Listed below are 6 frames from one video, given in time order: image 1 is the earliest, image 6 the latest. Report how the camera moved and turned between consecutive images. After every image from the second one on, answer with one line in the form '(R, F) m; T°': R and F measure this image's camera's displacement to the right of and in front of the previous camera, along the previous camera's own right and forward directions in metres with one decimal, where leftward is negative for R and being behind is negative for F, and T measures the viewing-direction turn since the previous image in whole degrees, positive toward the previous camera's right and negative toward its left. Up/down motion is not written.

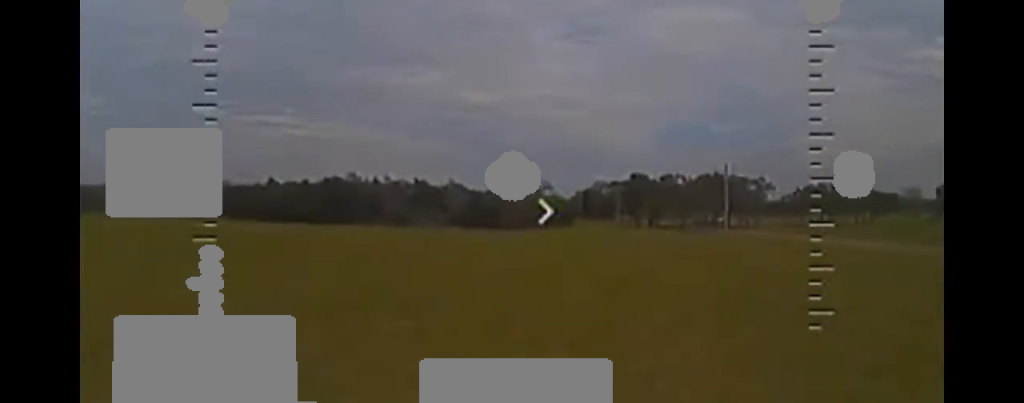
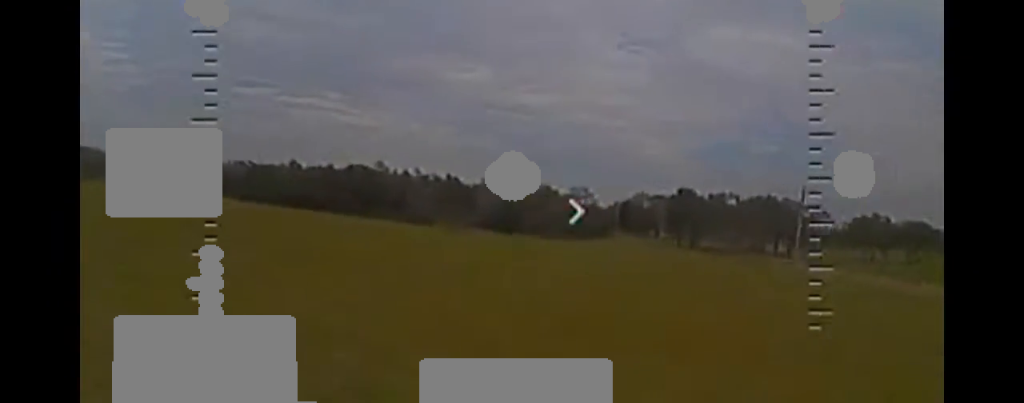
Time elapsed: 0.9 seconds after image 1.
(0.0, +12.8) m; -4°
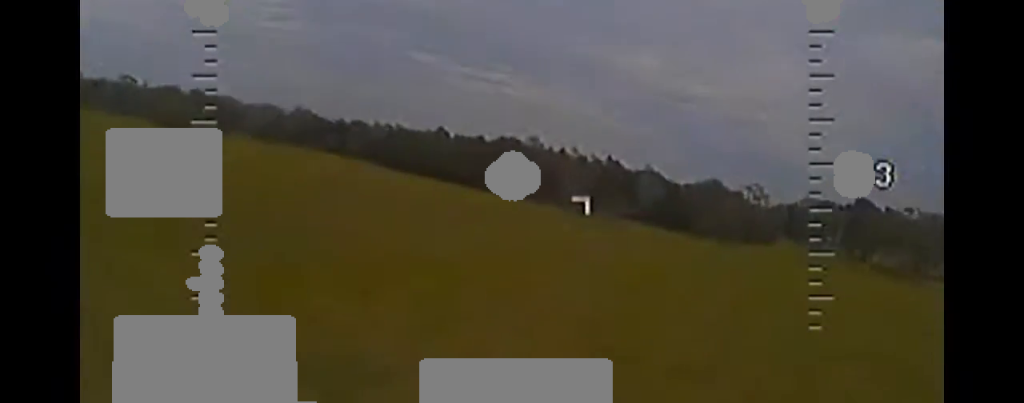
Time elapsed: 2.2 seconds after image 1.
(-1.4, +16.6) m; -12°
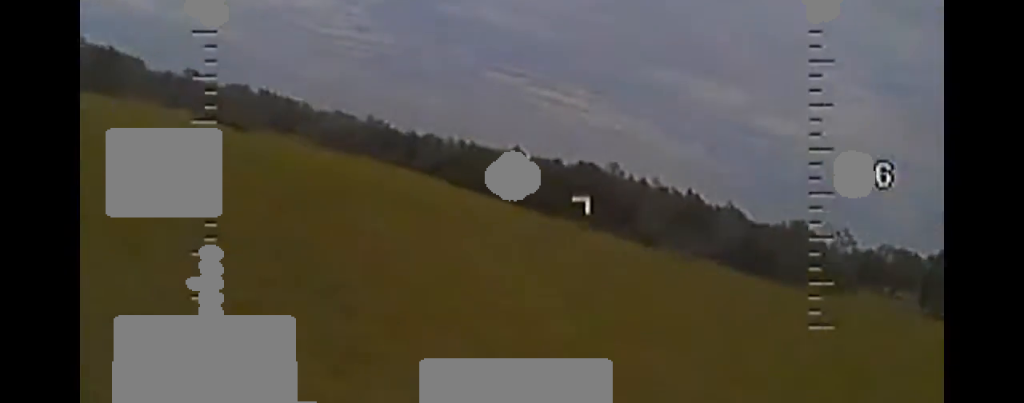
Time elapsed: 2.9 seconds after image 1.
(-0.8, +8.5) m; -5°
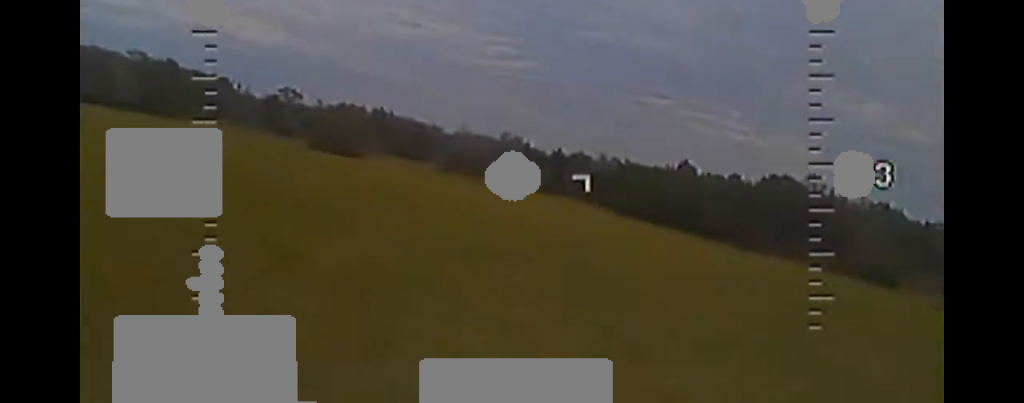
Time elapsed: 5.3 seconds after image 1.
(-2.2, +31.5) m; -15°
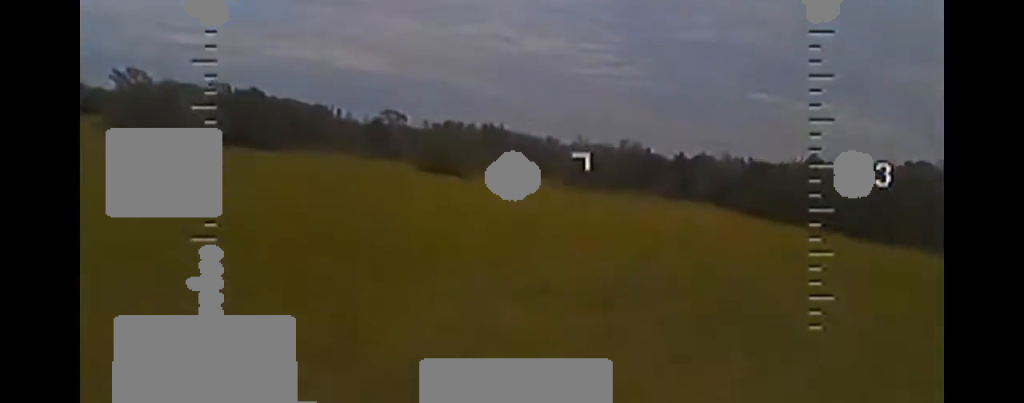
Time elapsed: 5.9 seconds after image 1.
(-1.2, +8.0) m; -7°
